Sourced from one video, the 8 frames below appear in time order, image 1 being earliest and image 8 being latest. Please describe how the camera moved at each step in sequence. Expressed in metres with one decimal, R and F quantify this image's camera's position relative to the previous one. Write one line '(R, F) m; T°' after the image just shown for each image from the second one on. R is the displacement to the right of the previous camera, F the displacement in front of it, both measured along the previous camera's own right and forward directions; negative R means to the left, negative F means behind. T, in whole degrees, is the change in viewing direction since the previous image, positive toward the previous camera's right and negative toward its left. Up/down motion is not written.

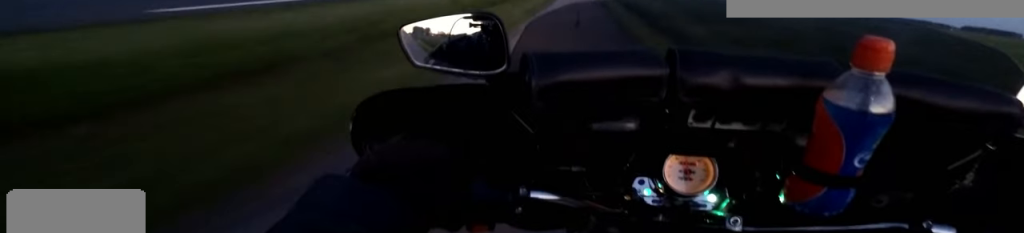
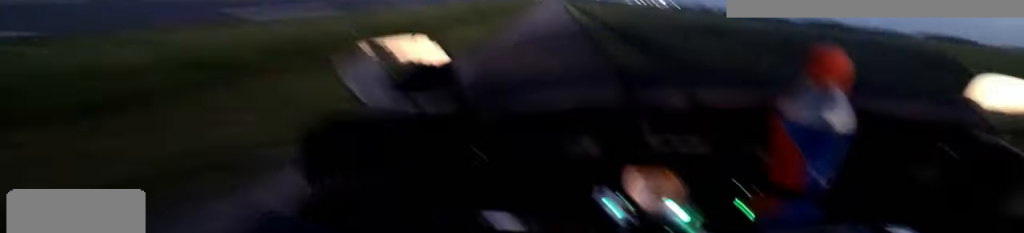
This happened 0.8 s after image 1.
(0.0, +10.1) m; 0°
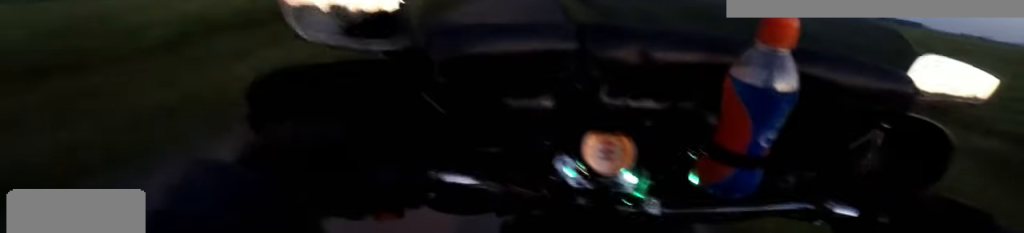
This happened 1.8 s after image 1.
(+0.1, +14.2) m; +2°
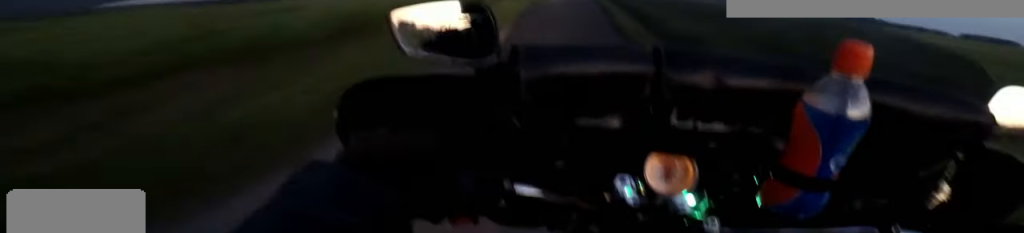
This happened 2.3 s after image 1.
(+0.2, +6.9) m; 0°
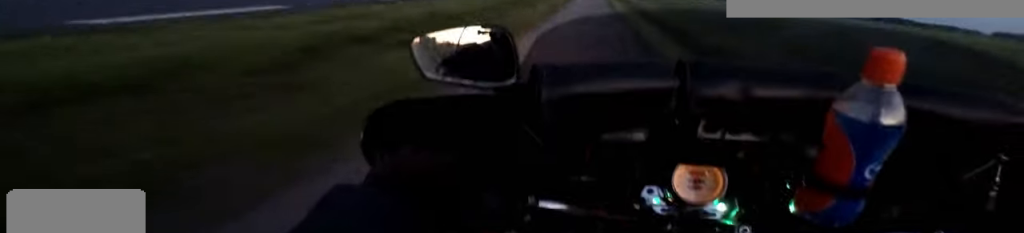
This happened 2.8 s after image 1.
(+0.1, +7.5) m; 0°
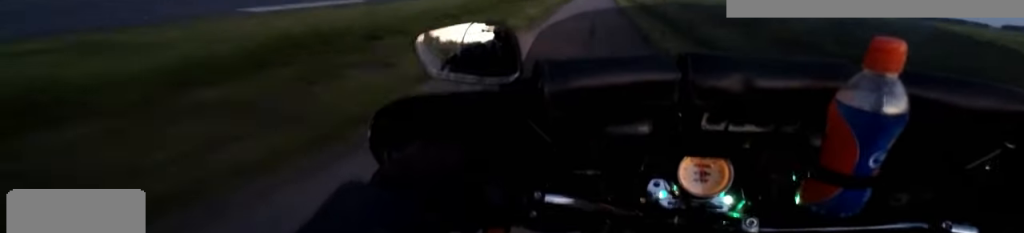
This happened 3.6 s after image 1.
(-0.2, +10.2) m; -1°
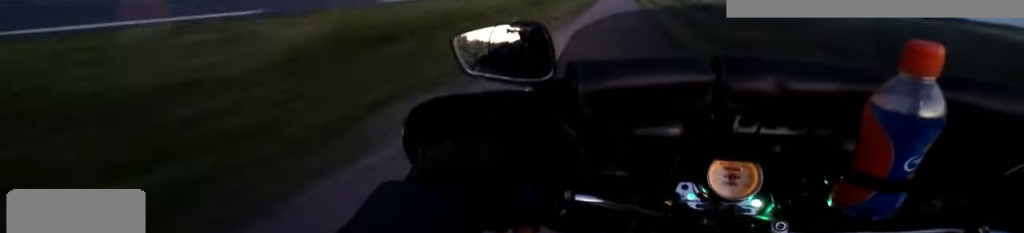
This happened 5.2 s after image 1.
(-0.1, +22.1) m; +1°
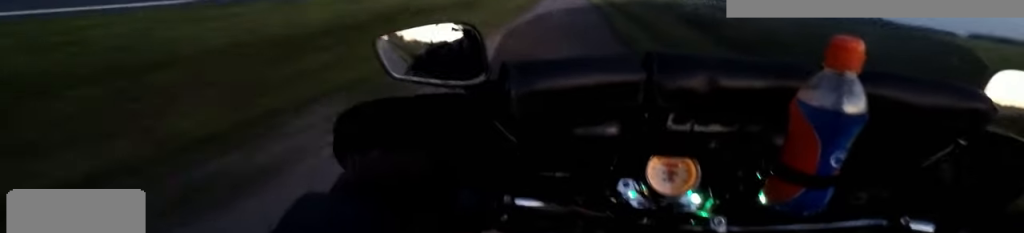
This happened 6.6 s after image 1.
(+0.4, +19.0) m; +1°
